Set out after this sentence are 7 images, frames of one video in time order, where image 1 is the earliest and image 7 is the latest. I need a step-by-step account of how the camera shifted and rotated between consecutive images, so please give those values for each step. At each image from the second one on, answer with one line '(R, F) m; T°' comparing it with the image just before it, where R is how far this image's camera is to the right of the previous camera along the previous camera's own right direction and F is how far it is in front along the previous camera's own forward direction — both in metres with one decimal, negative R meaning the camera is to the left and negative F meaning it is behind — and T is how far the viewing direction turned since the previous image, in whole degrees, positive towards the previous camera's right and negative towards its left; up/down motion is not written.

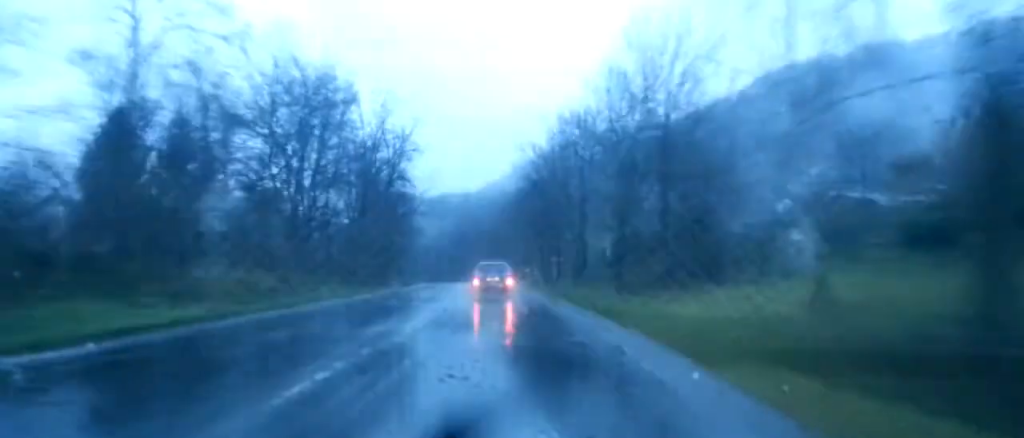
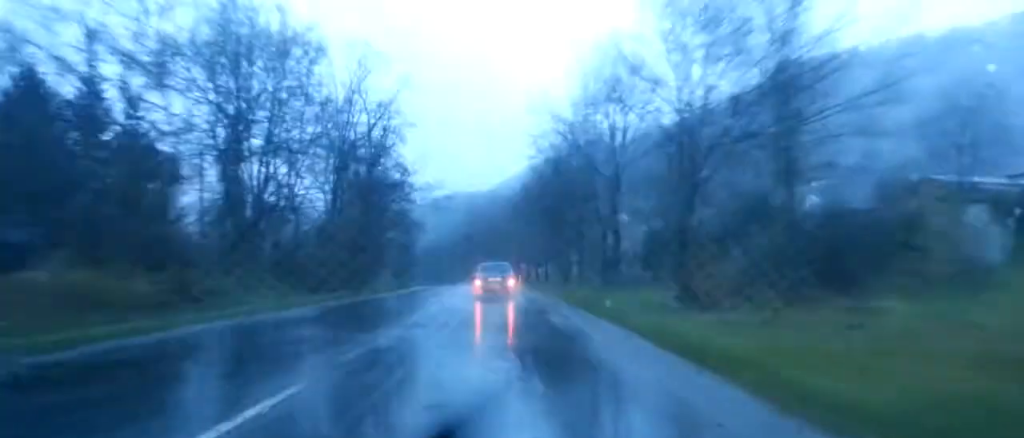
(-0.1, +13.0) m; -2°
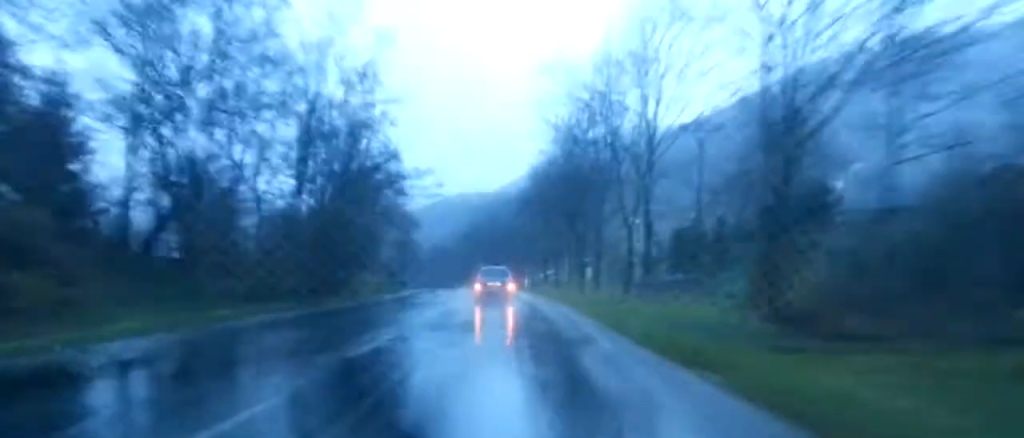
(-0.1, +9.1) m; -1°
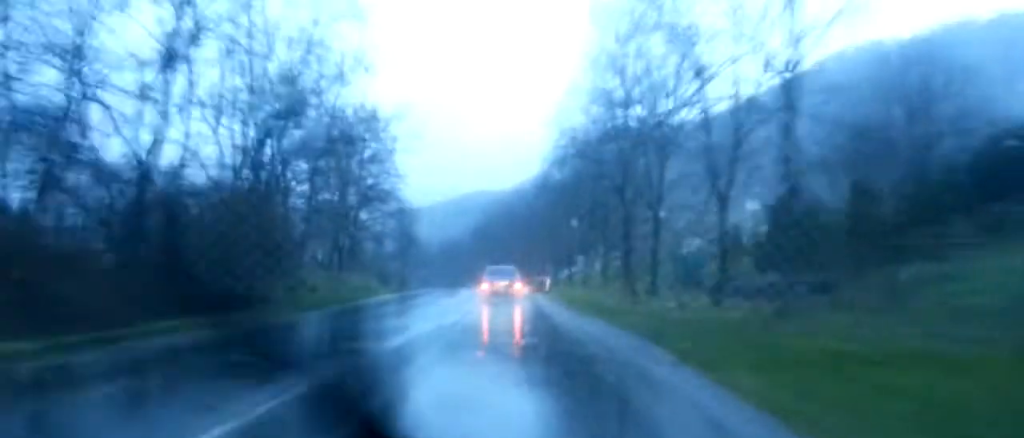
(-0.2, +16.0) m; 0°
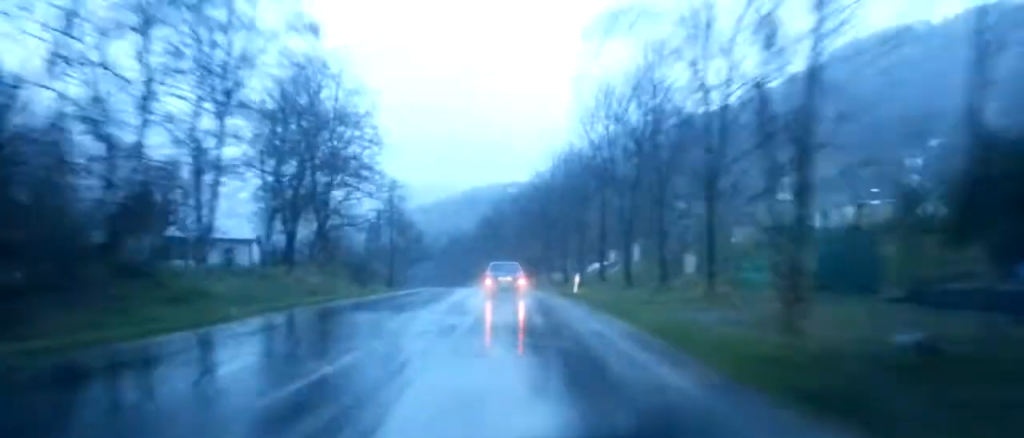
(+0.3, +16.1) m; 0°
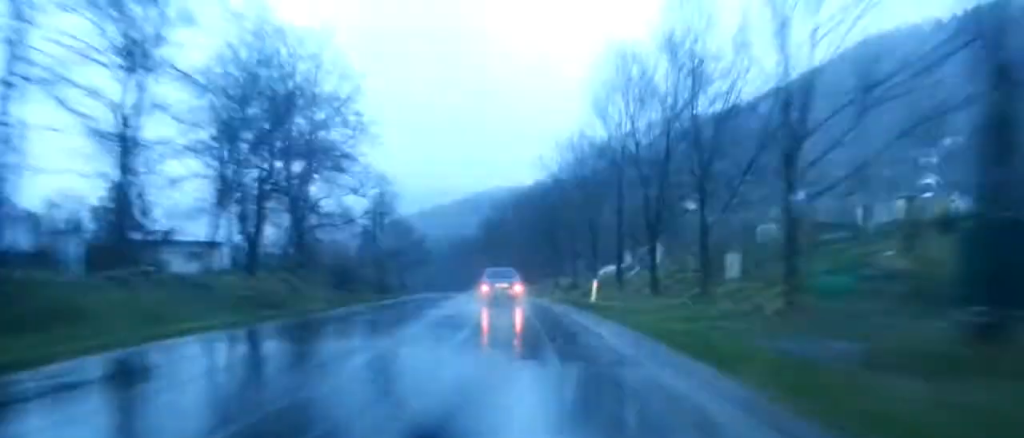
(+0.1, +7.3) m; -1°
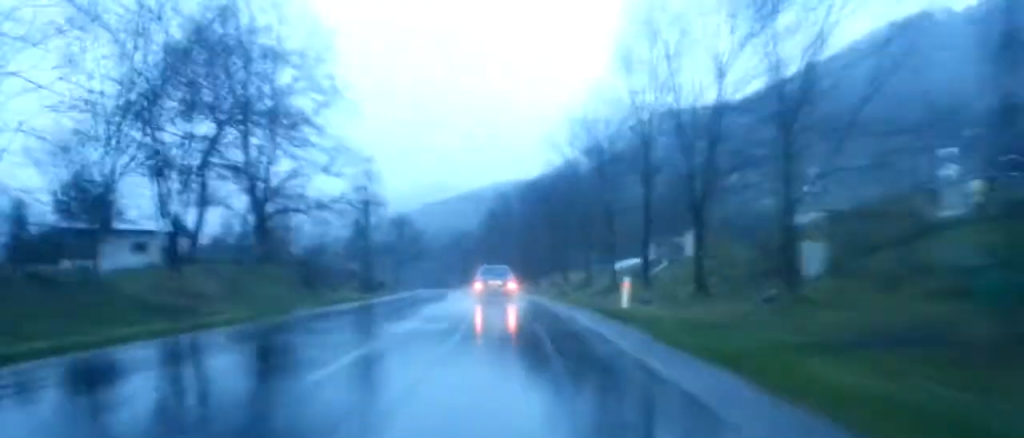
(-0.1, +8.5) m; -1°
